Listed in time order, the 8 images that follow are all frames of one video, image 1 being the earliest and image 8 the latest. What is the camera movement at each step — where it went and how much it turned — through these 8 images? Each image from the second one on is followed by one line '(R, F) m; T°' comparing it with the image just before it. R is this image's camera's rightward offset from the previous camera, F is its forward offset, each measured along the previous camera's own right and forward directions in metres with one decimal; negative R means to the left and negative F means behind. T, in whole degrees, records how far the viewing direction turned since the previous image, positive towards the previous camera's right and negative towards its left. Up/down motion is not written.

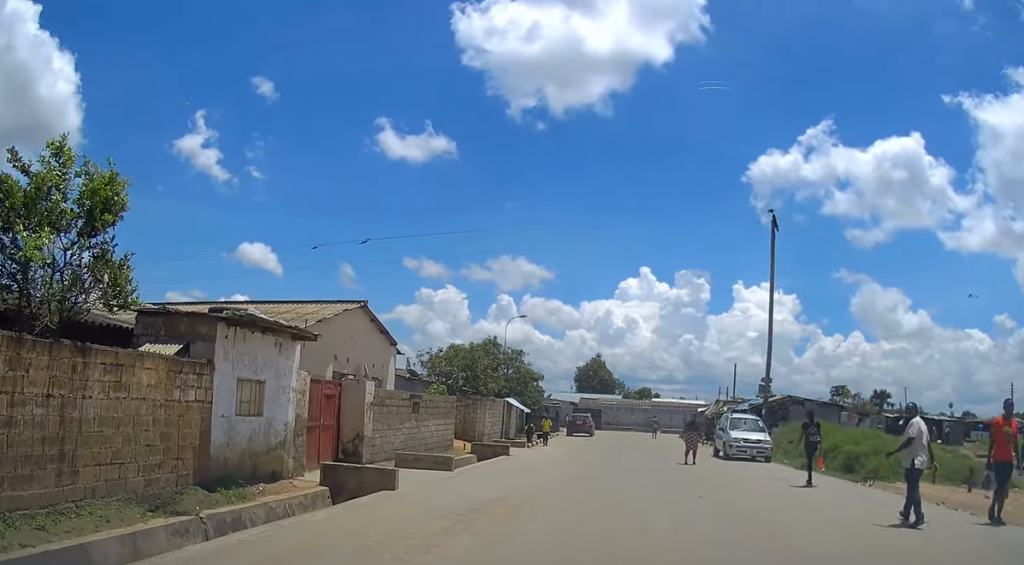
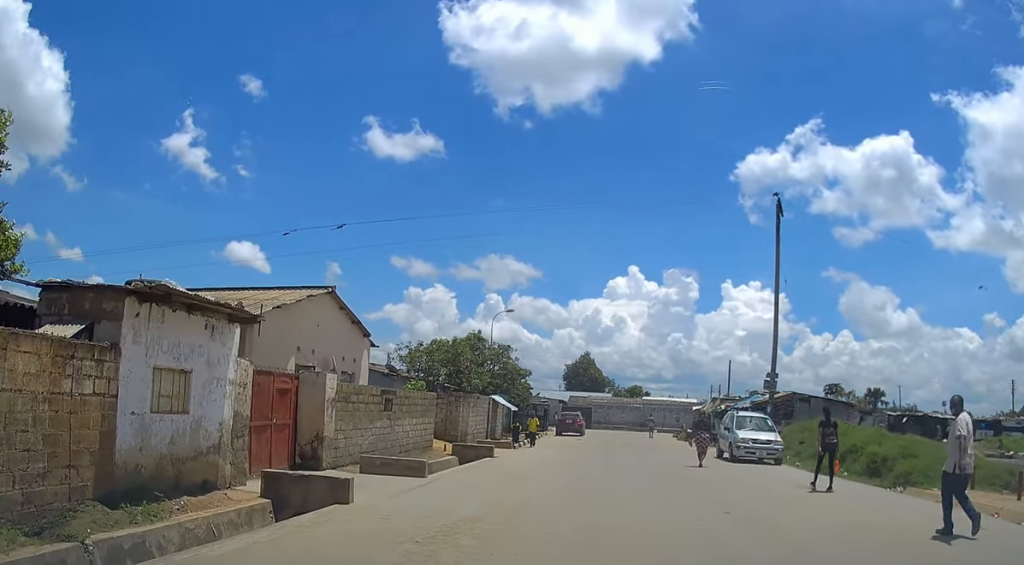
(0.0, +2.3) m; 0°
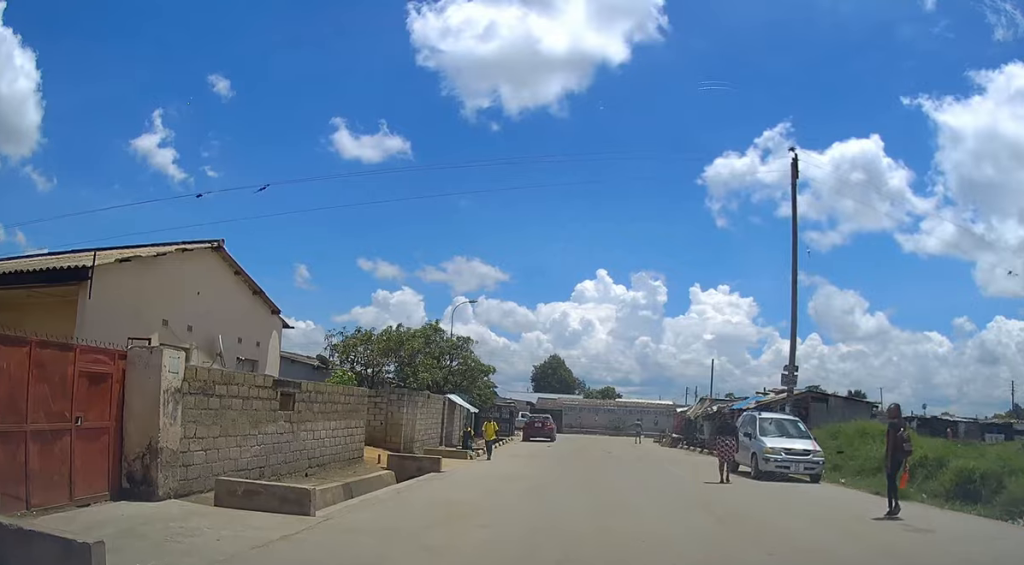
(0.0, +5.5) m; +2°
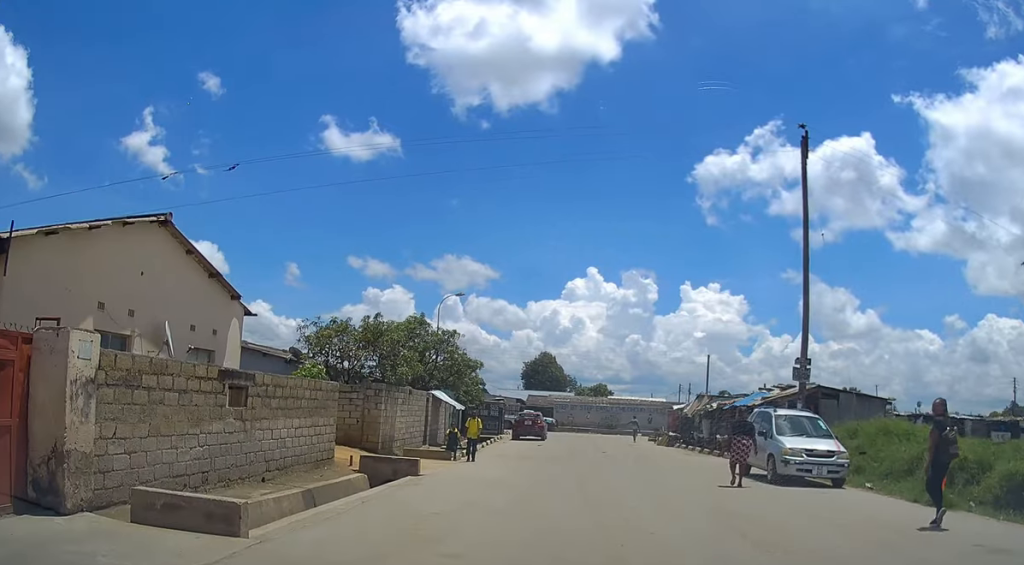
(+0.1, +1.9) m; +1°
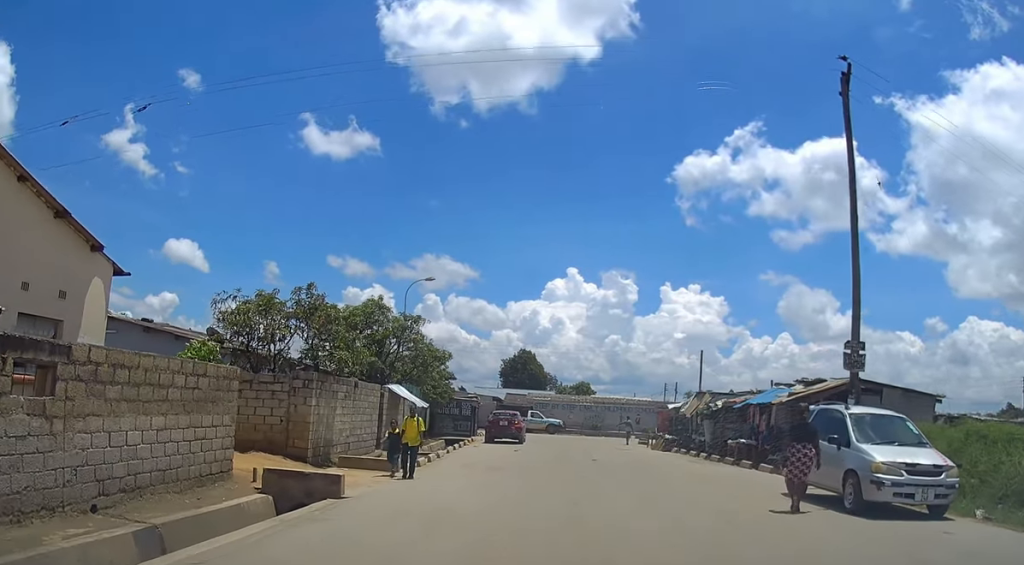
(+0.1, +4.9) m; 0°
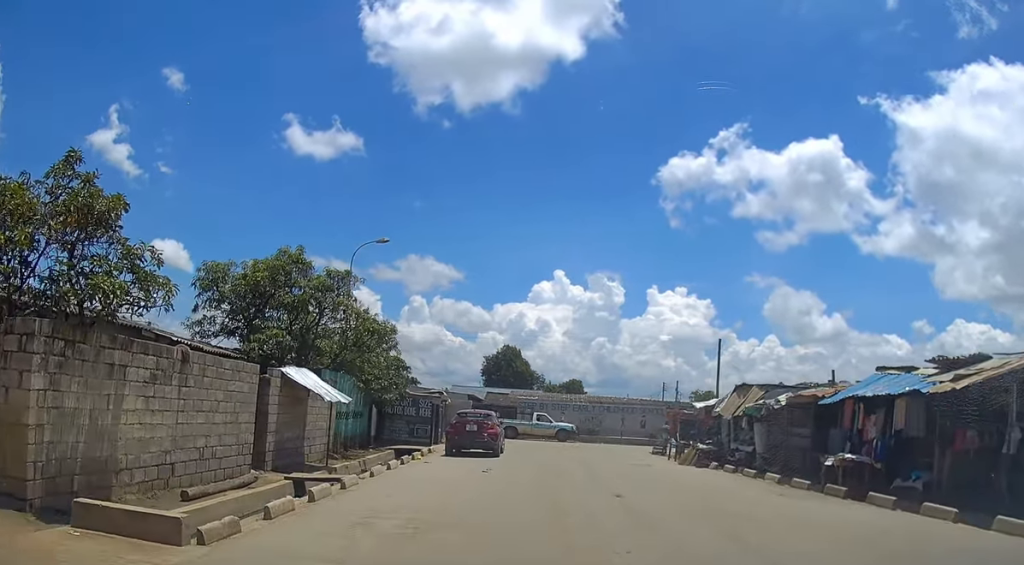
(-0.1, +9.8) m; +1°
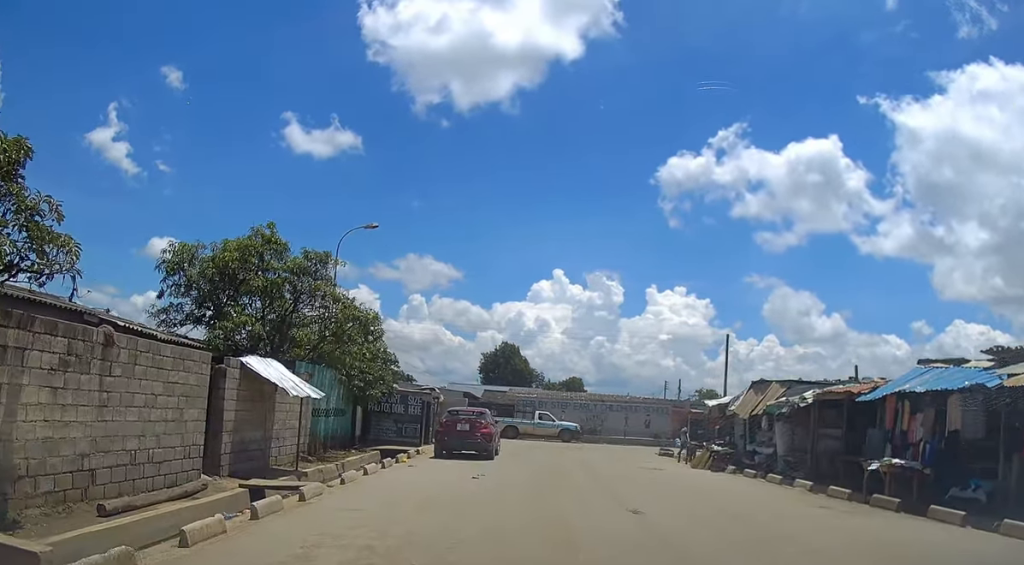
(+0.1, +2.3) m; +1°
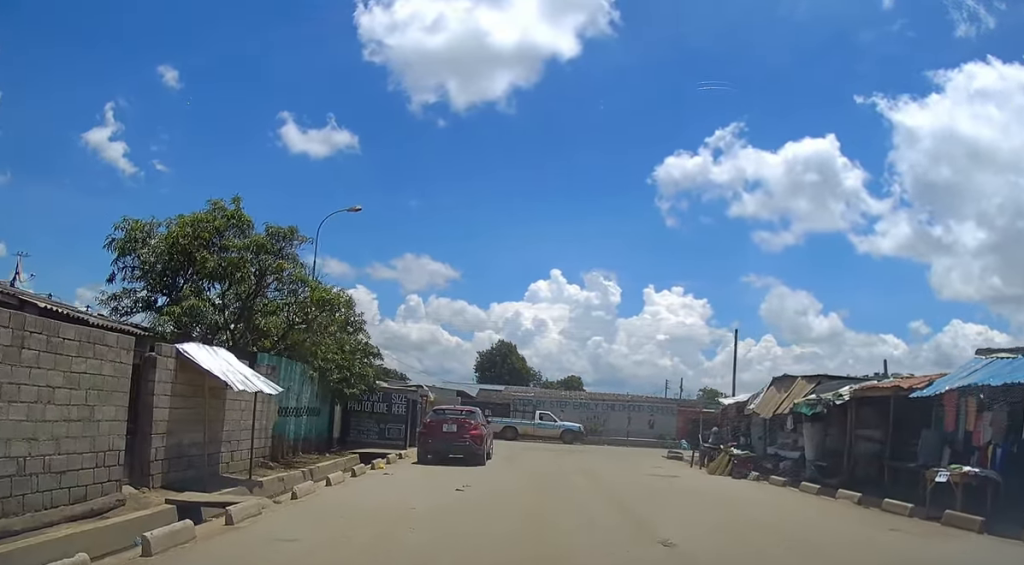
(-0.1, +2.6) m; -1°
